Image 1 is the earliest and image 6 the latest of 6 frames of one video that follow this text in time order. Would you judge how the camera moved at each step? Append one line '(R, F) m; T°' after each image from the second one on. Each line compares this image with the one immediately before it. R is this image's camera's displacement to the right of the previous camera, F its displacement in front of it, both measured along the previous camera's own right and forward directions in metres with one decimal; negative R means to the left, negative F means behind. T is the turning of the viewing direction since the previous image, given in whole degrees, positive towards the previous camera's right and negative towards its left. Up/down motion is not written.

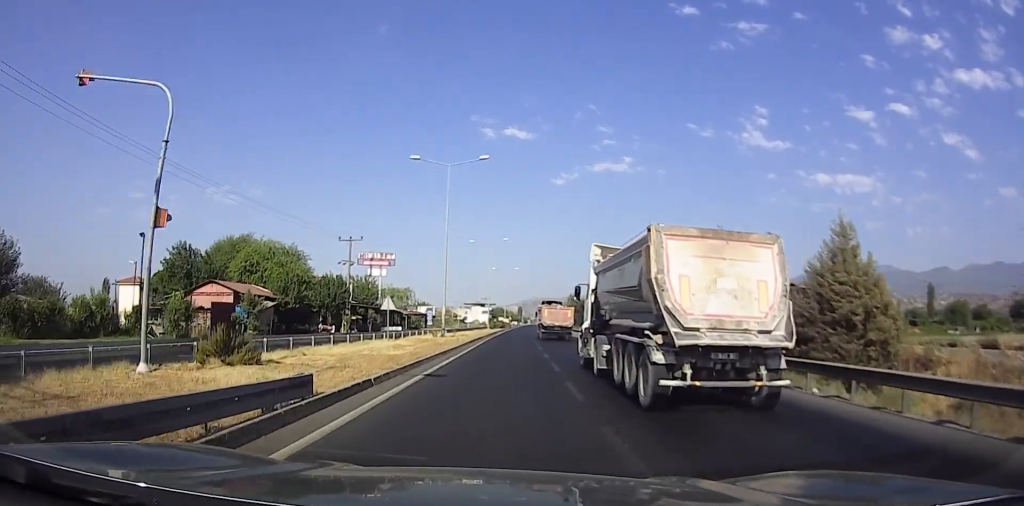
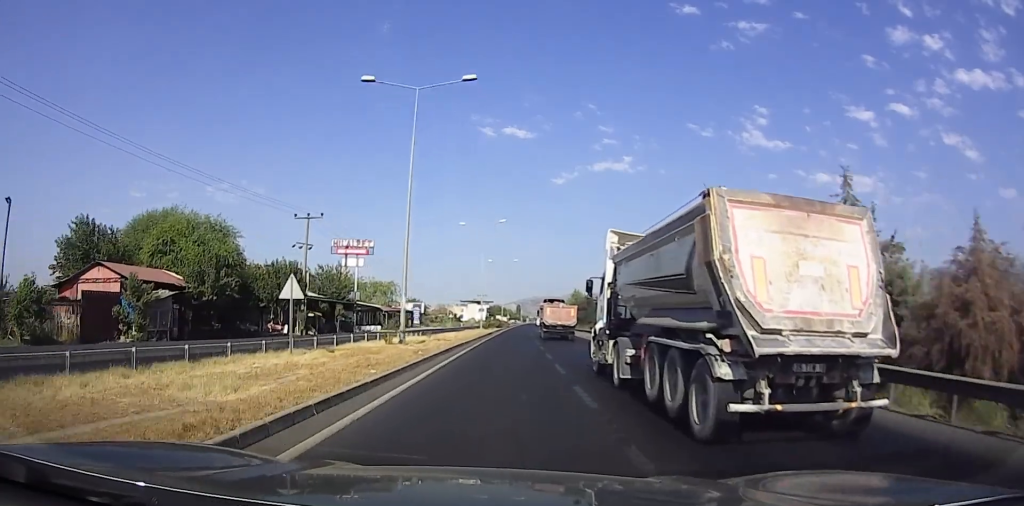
(0.0, +12.7) m; 0°
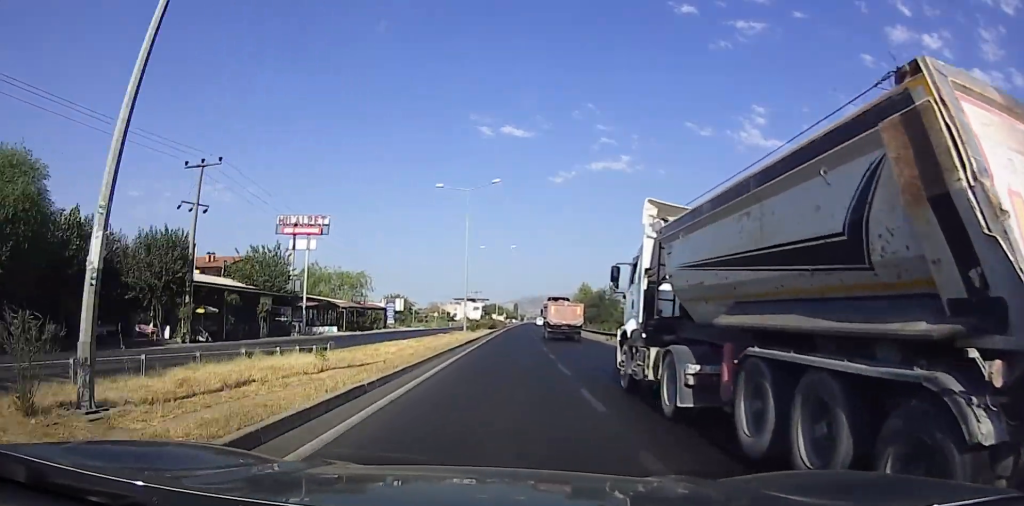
(0.0, +17.6) m; +1°
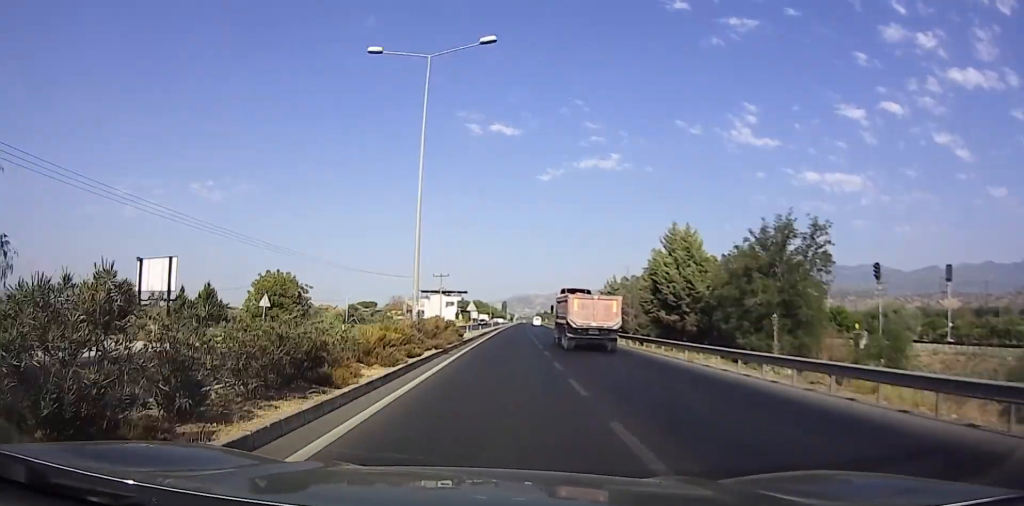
(-0.8, +53.9) m; -4°
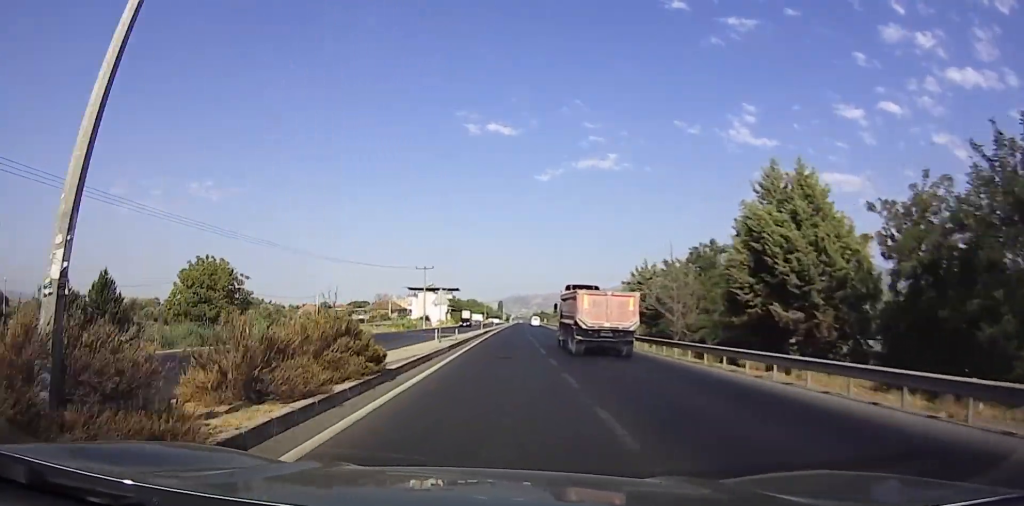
(+0.4, +16.8) m; +2°
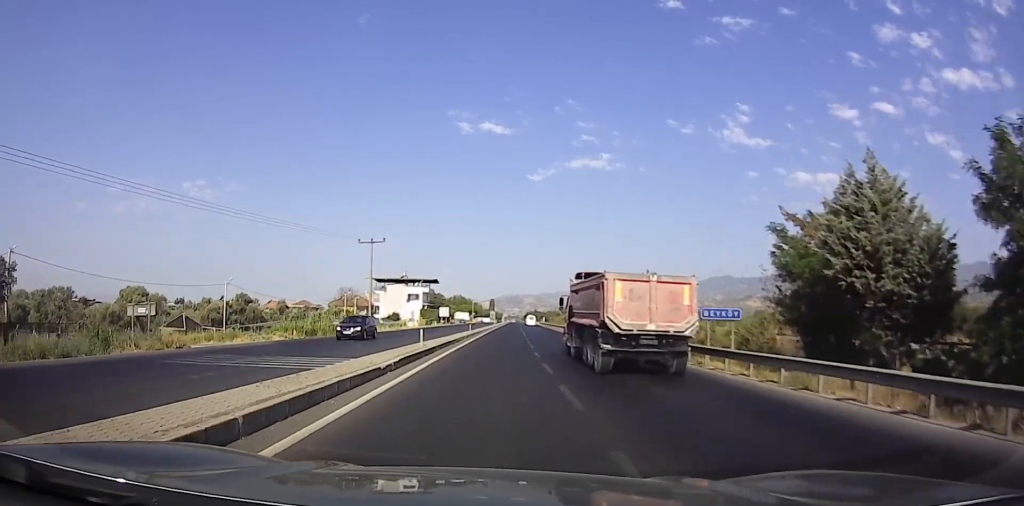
(+0.6, +33.1) m; +1°
